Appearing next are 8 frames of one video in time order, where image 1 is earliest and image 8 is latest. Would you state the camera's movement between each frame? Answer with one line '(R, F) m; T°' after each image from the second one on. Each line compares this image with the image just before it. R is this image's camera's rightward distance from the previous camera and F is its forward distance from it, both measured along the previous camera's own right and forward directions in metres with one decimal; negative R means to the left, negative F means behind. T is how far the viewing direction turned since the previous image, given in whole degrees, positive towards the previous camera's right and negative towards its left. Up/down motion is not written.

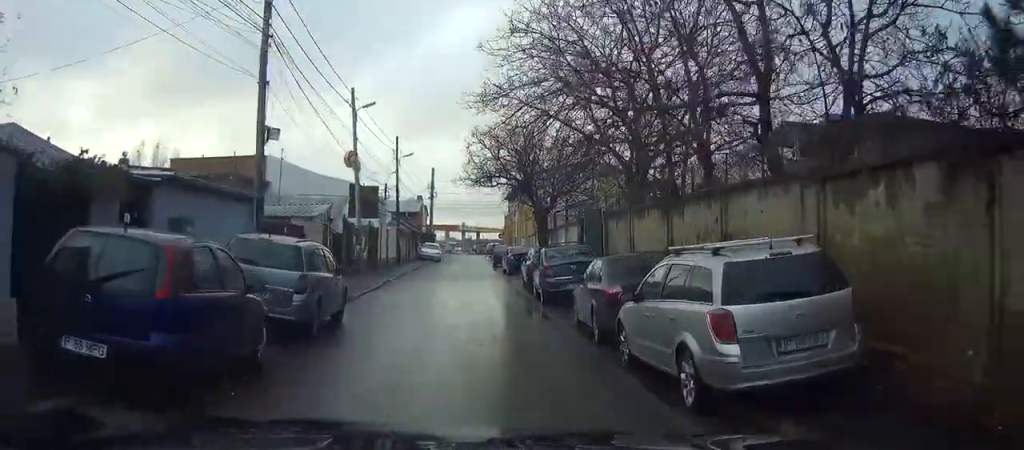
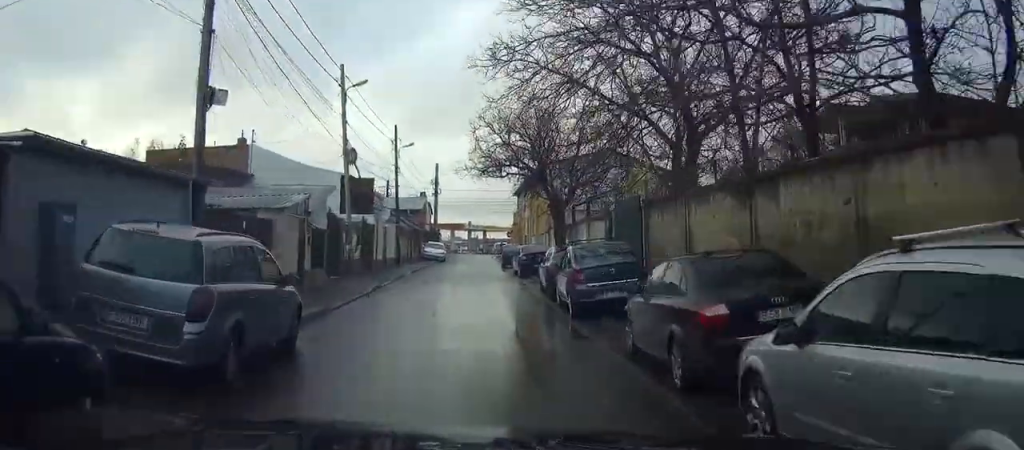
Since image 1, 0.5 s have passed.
(-0.2, +4.0) m; -1°
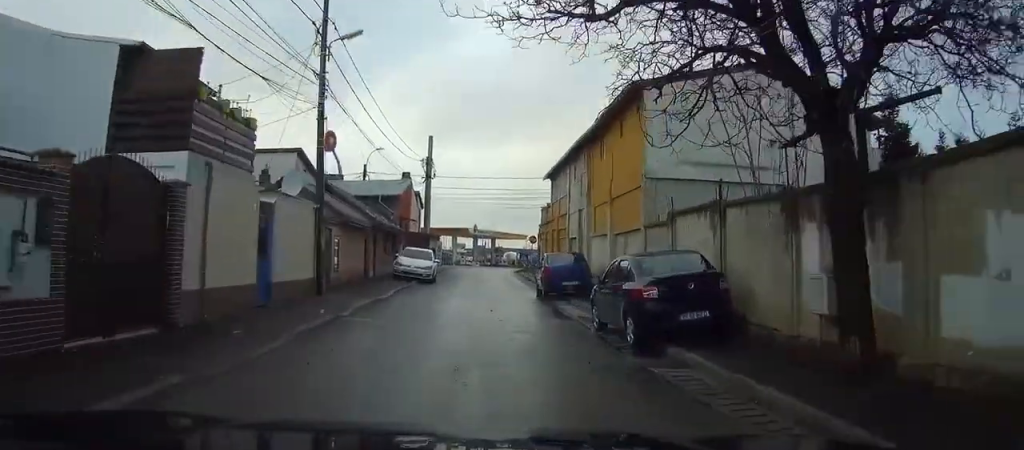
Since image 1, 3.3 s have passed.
(+2.1, +22.9) m; +10°
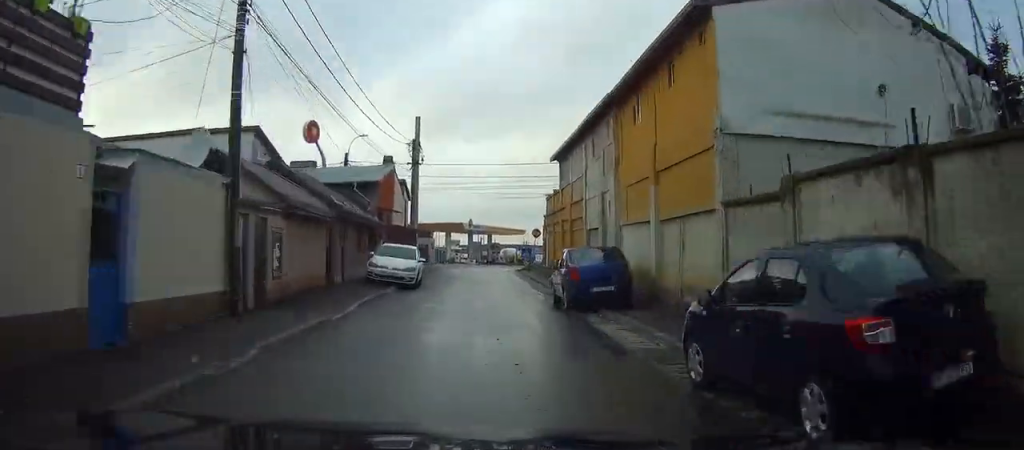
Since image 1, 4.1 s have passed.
(-0.1, +6.9) m; 0°
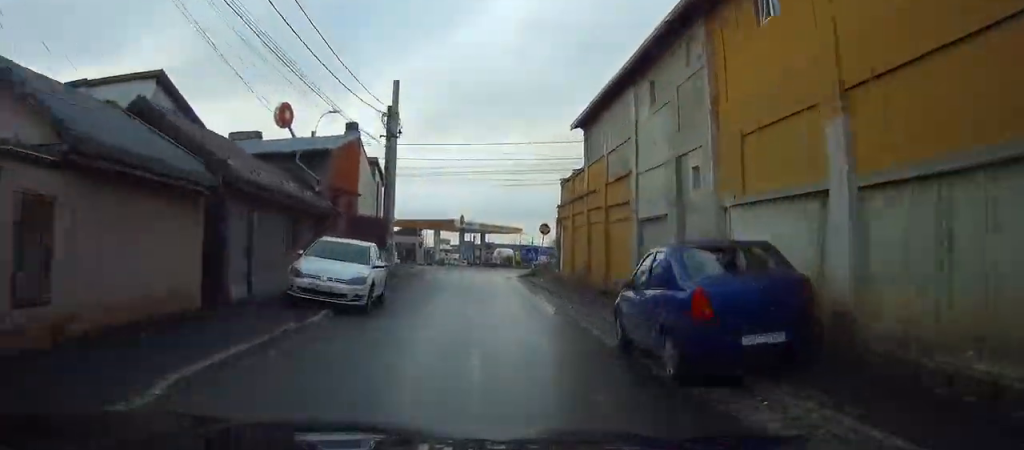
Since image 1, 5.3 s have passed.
(0.0, +10.2) m; -1°
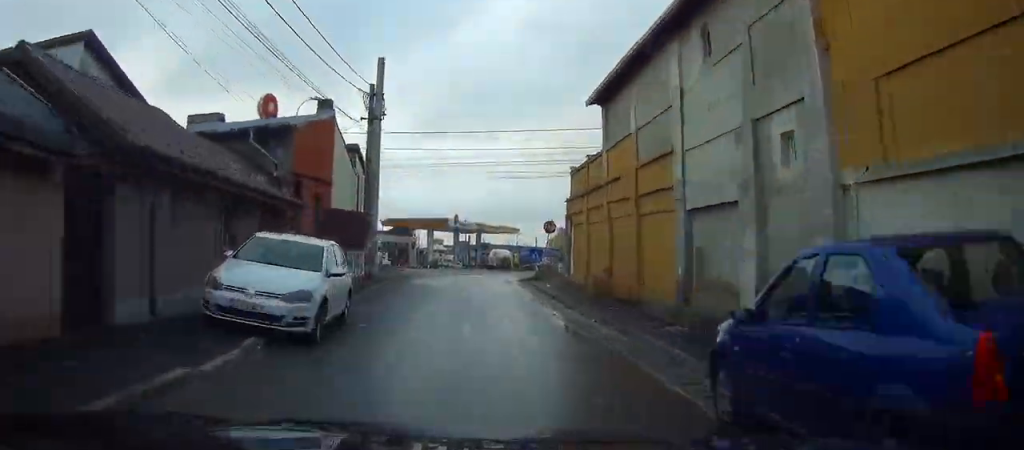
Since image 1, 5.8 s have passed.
(-0.2, +4.7) m; +1°
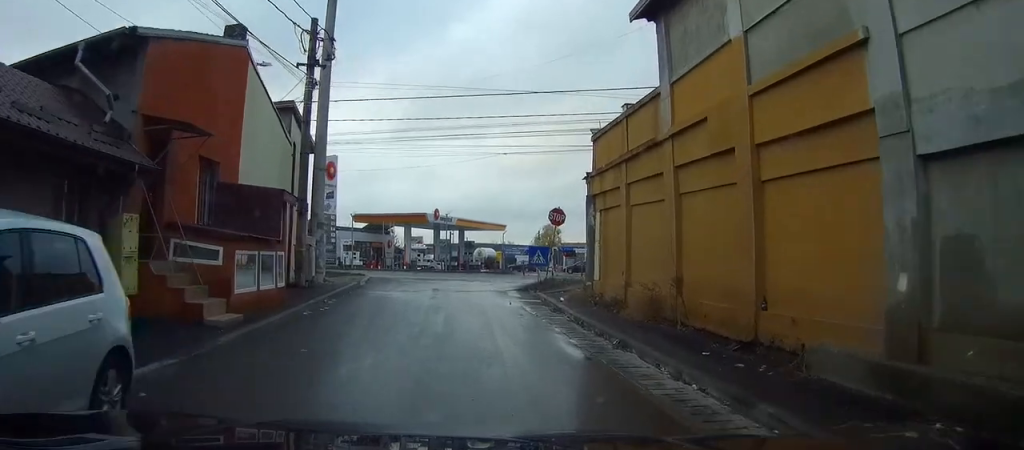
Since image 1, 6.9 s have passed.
(+0.3, +8.8) m; +3°
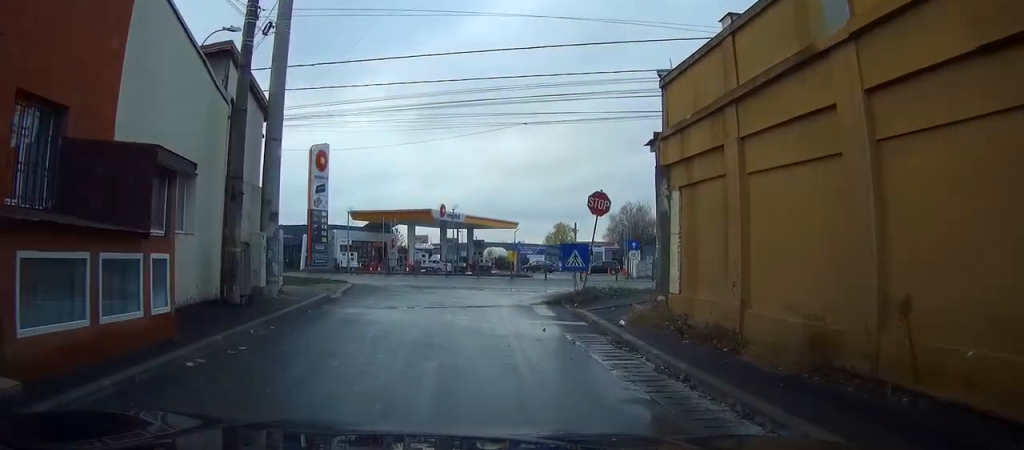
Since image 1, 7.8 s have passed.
(0.0, +6.8) m; -2°
